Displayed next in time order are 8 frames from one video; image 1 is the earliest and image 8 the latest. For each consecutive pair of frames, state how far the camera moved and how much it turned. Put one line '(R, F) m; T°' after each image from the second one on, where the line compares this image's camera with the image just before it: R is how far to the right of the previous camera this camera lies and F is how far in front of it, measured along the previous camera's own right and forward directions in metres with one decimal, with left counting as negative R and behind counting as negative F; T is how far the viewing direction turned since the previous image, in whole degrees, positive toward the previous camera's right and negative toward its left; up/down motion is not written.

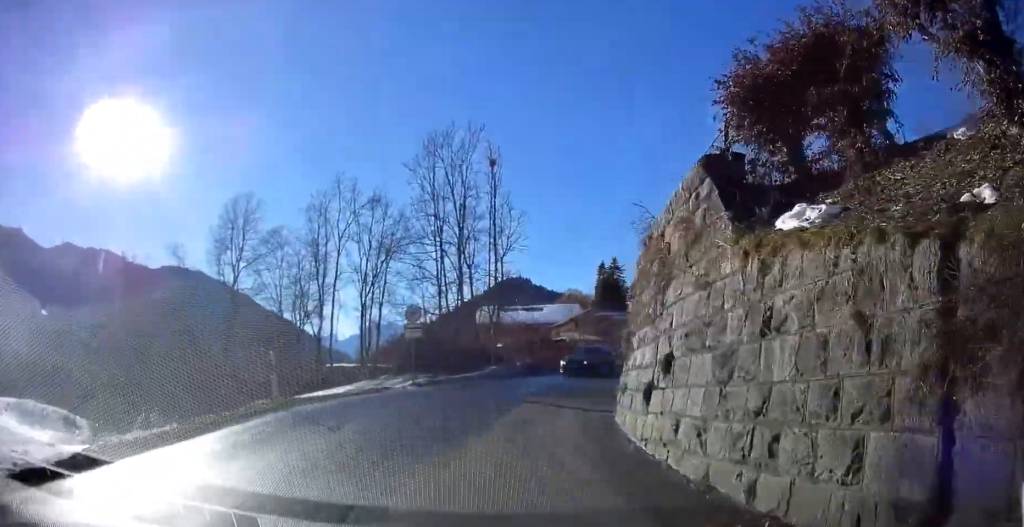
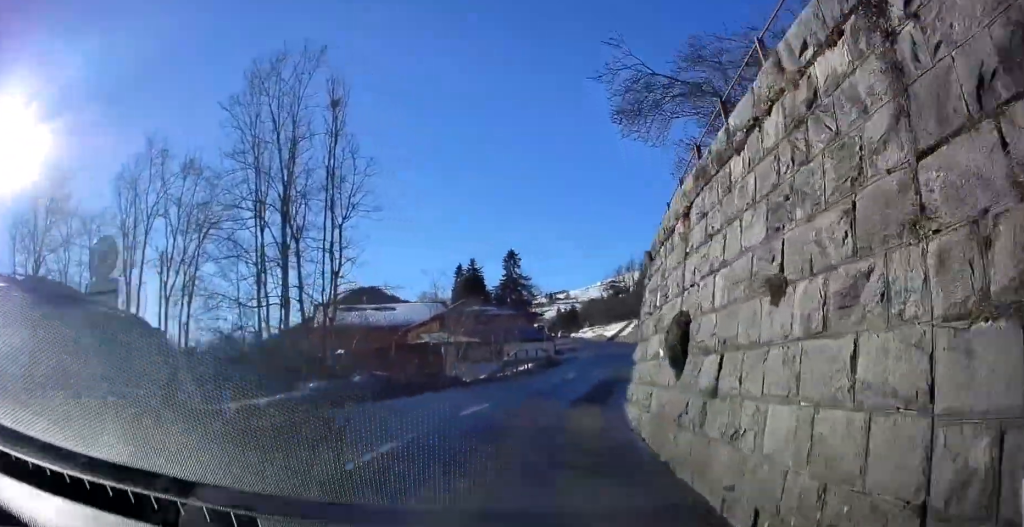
(+0.3, +13.6) m; +6°
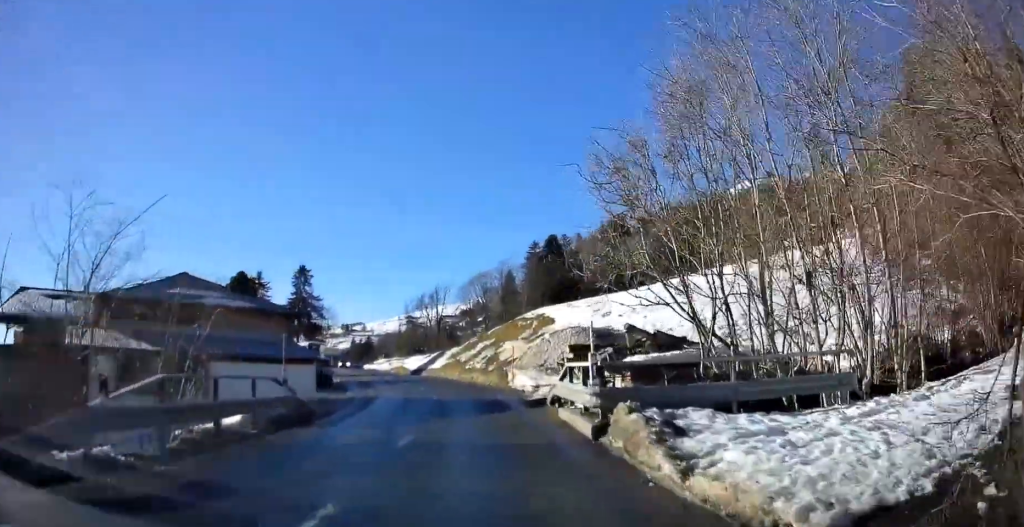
(+3.4, +19.3) m; +20°
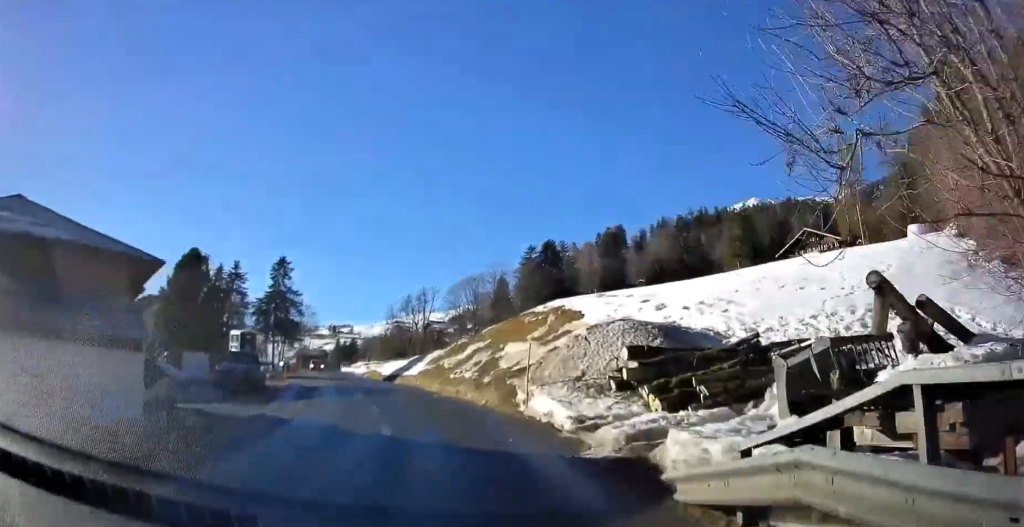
(+0.7, +10.1) m; 0°
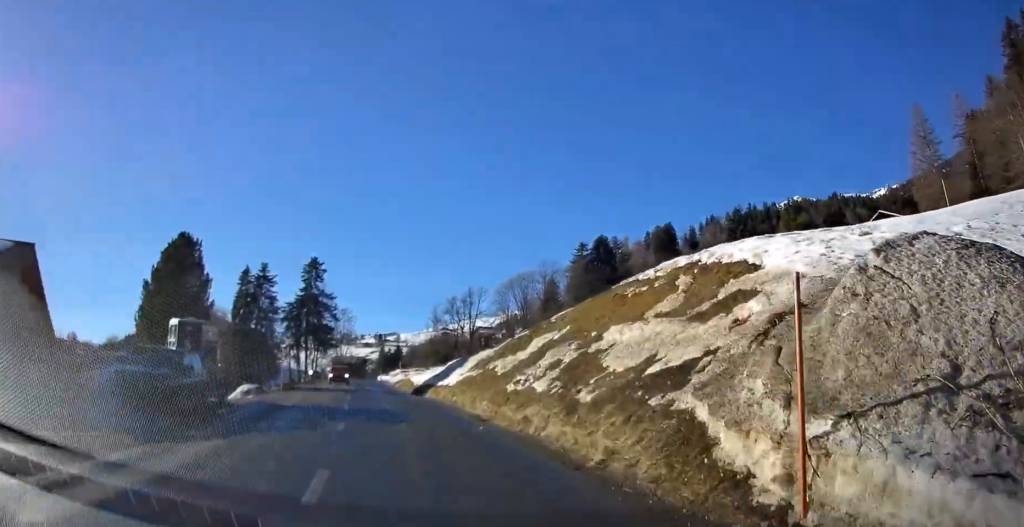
(-0.5, +10.8) m; -3°
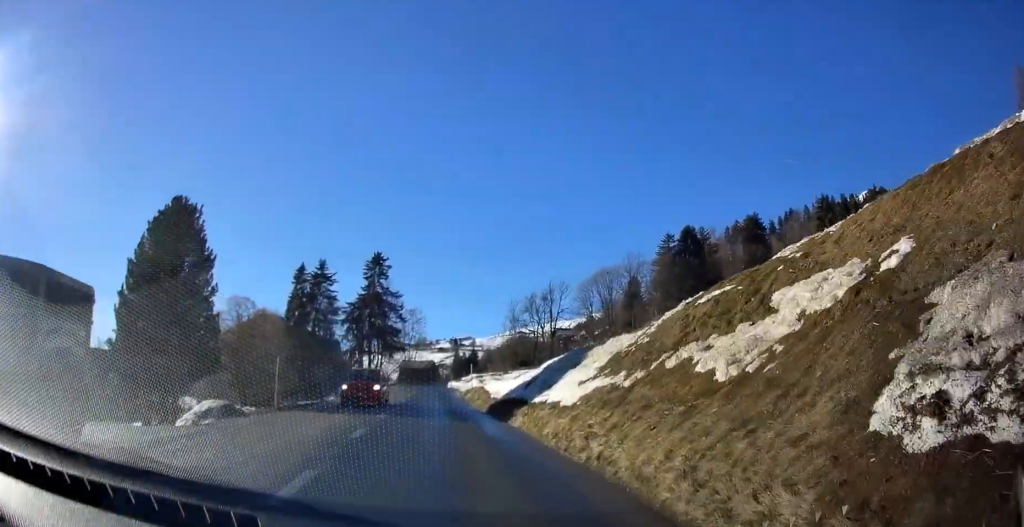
(-0.4, +12.2) m; -4°
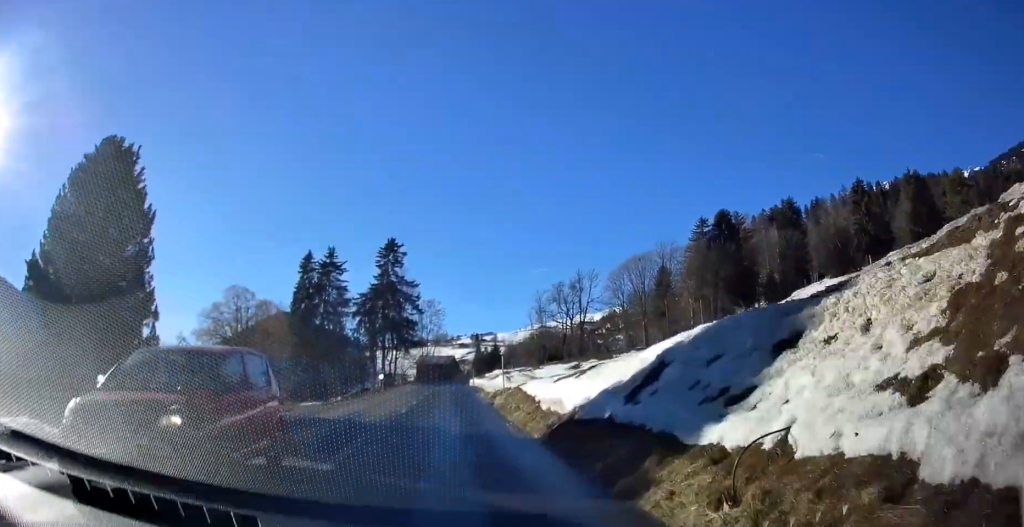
(-0.1, +9.2) m; -2°
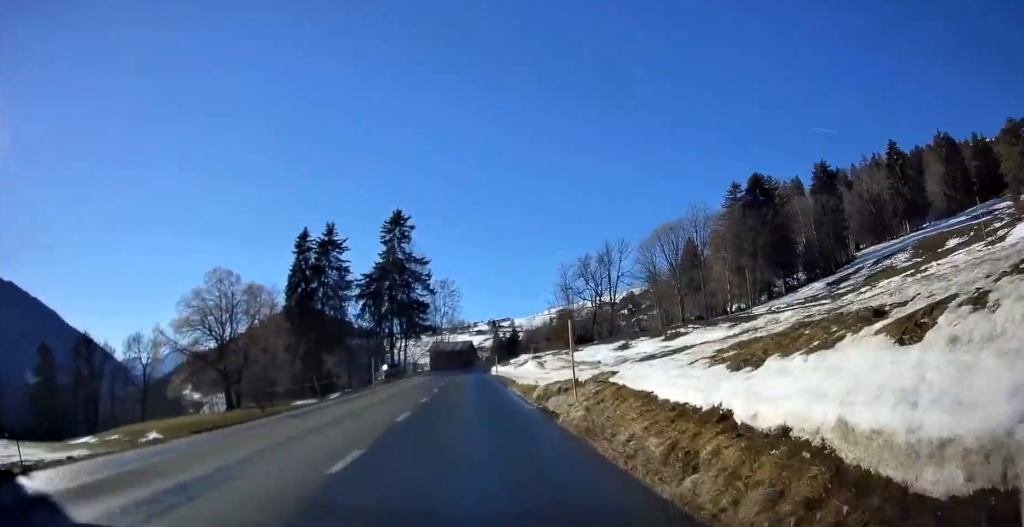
(-0.4, +12.3) m; -2°
